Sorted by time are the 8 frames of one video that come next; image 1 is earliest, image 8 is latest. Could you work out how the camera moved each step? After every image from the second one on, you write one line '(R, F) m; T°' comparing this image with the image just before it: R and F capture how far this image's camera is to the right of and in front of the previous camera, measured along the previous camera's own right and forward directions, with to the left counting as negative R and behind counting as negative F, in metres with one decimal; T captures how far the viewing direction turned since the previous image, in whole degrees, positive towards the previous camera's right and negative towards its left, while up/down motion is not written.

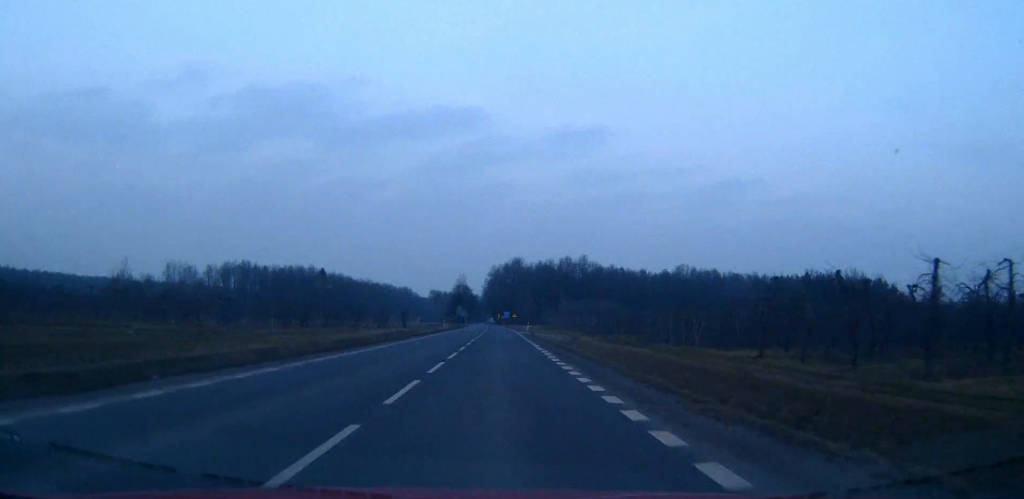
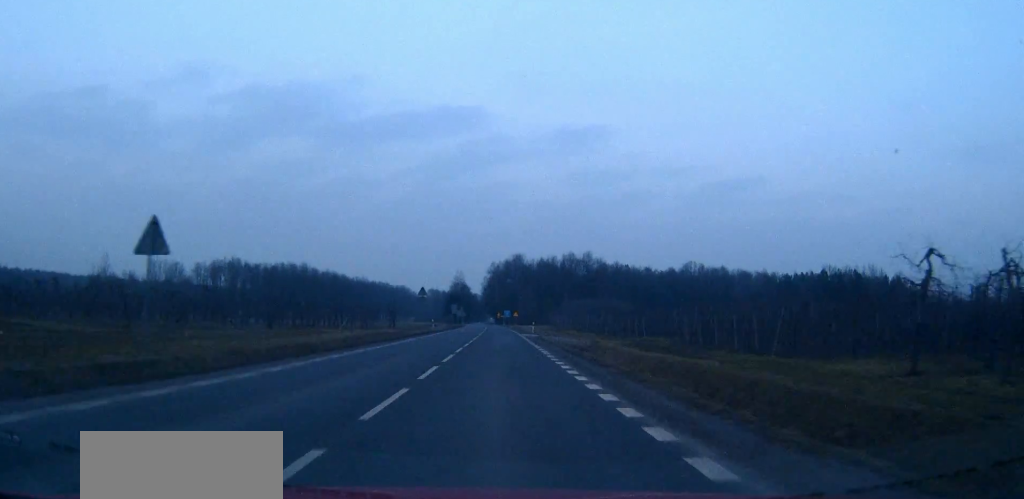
(0.0, +13.5) m; 0°
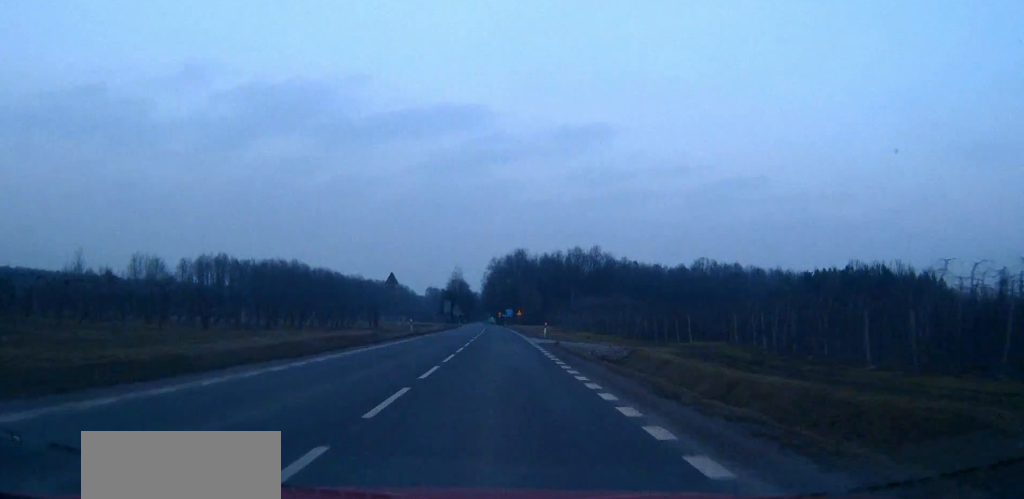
(0.0, +17.6) m; 0°
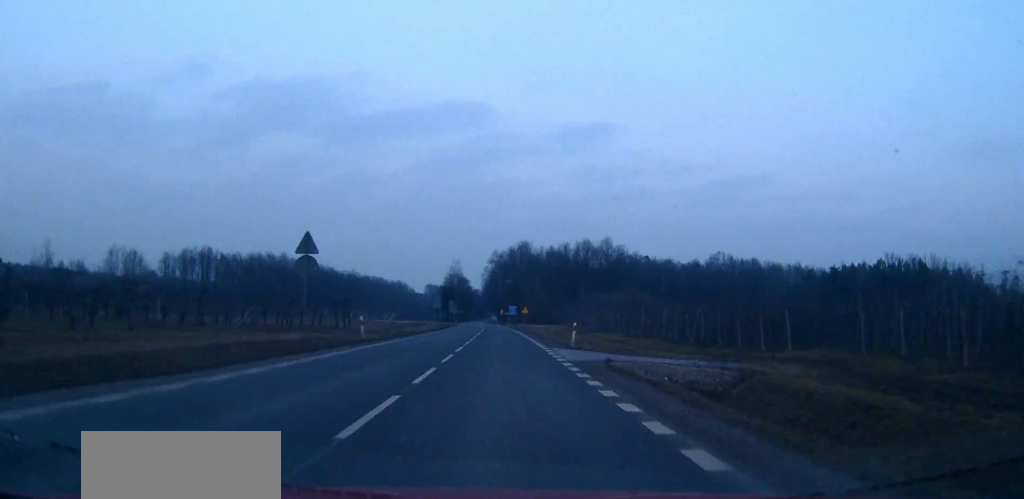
(0.0, +19.5) m; 0°
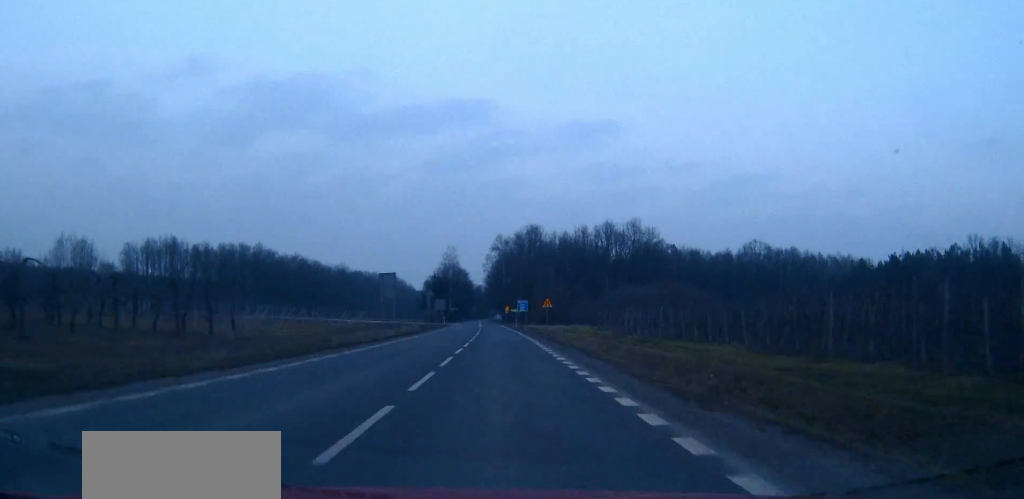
(-0.1, +37.0) m; 0°
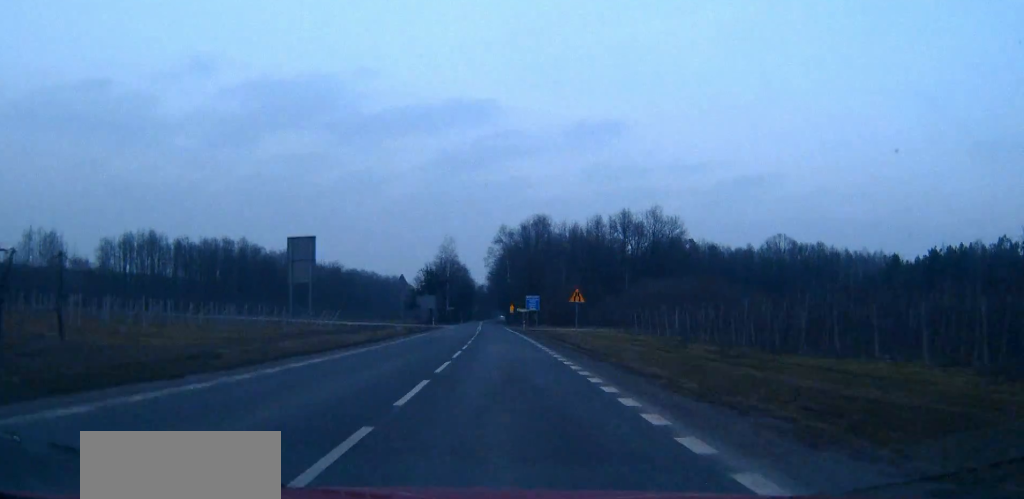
(0.0, +19.8) m; 0°
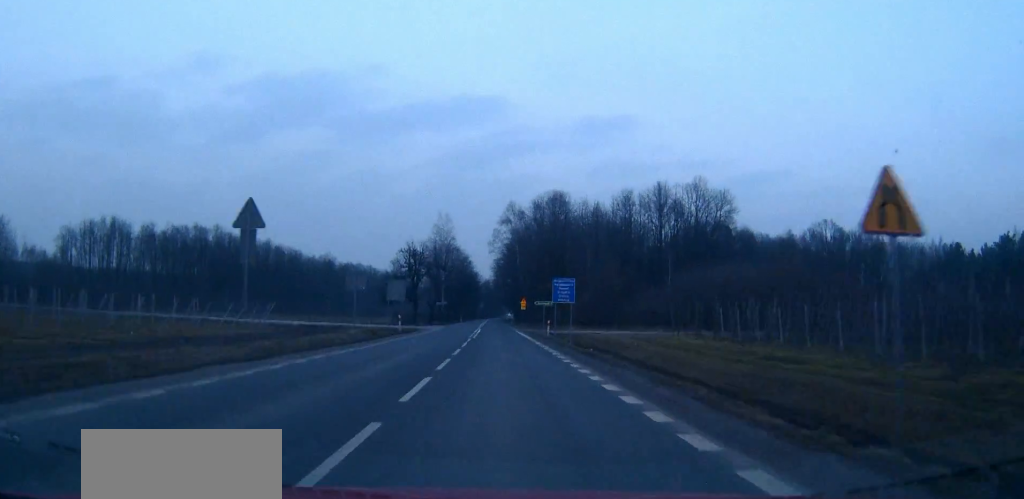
(-0.2, +29.7) m; -1°
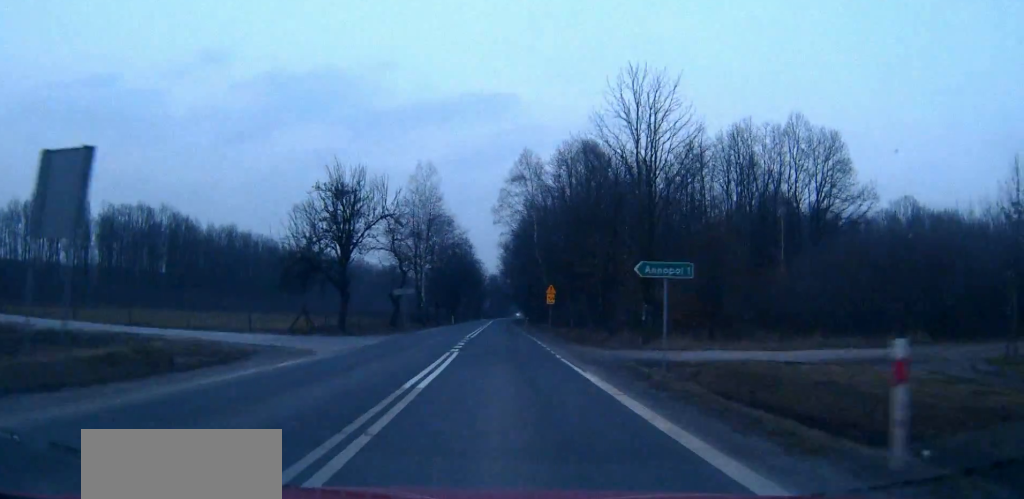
(-0.2, +41.2) m; 0°
